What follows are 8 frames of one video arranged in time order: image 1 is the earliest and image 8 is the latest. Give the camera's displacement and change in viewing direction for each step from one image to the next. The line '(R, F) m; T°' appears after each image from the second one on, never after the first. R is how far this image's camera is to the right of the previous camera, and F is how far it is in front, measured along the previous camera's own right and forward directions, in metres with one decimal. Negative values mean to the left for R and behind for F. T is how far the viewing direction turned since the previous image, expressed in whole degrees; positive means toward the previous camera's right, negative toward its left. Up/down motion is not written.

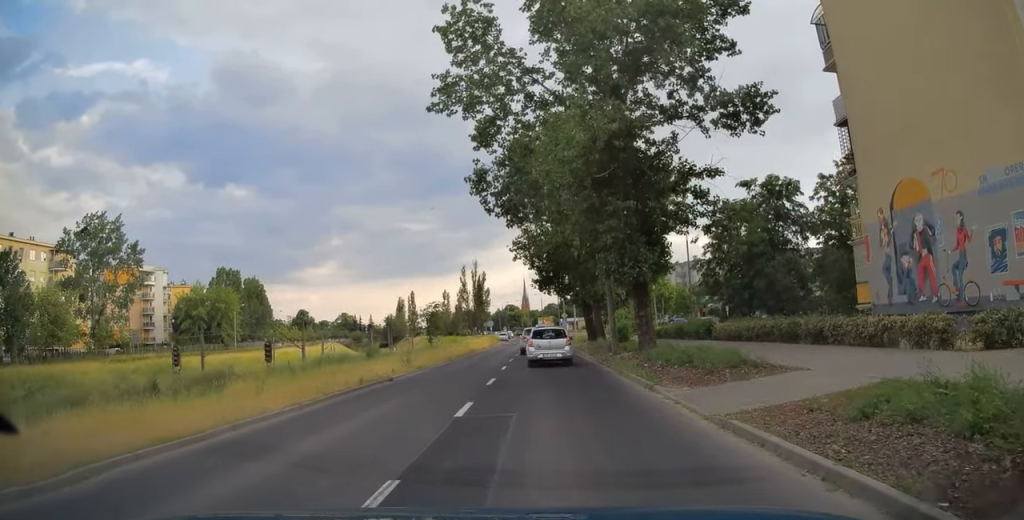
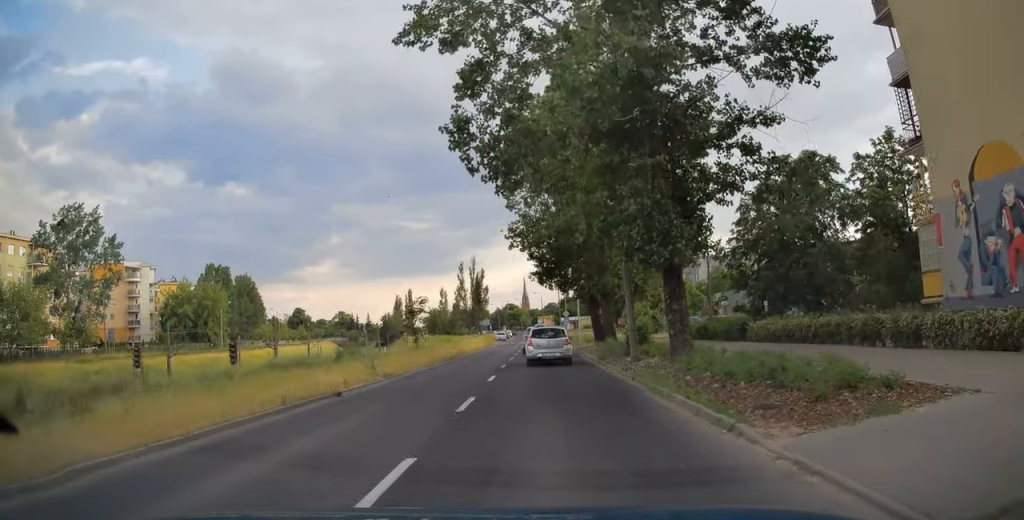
(-0.2, +5.0) m; 0°
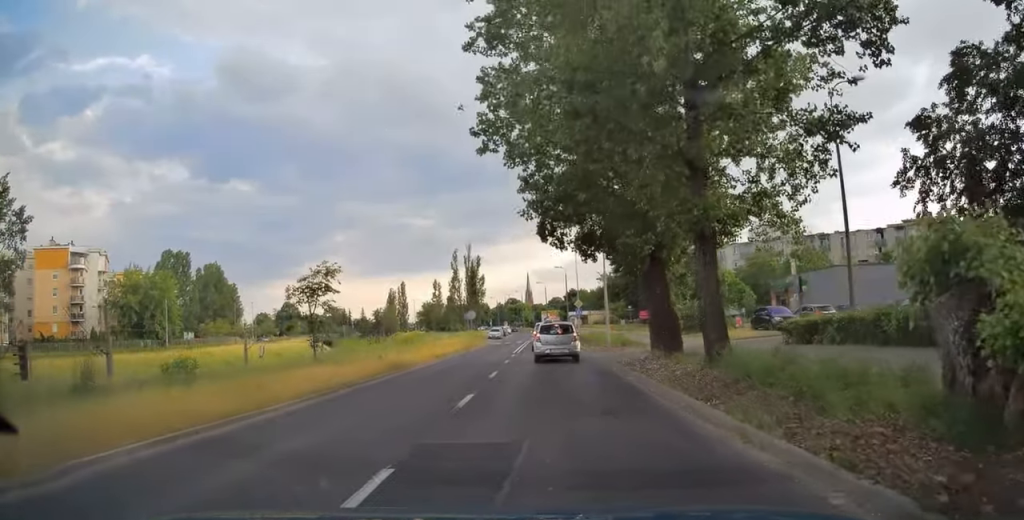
(+0.1, +18.8) m; +1°
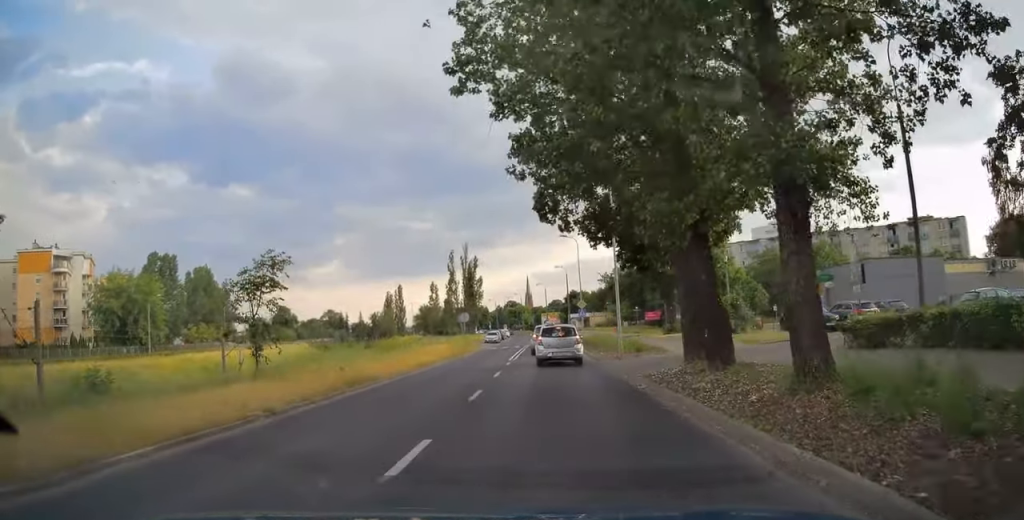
(0.0, +4.7) m; 0°
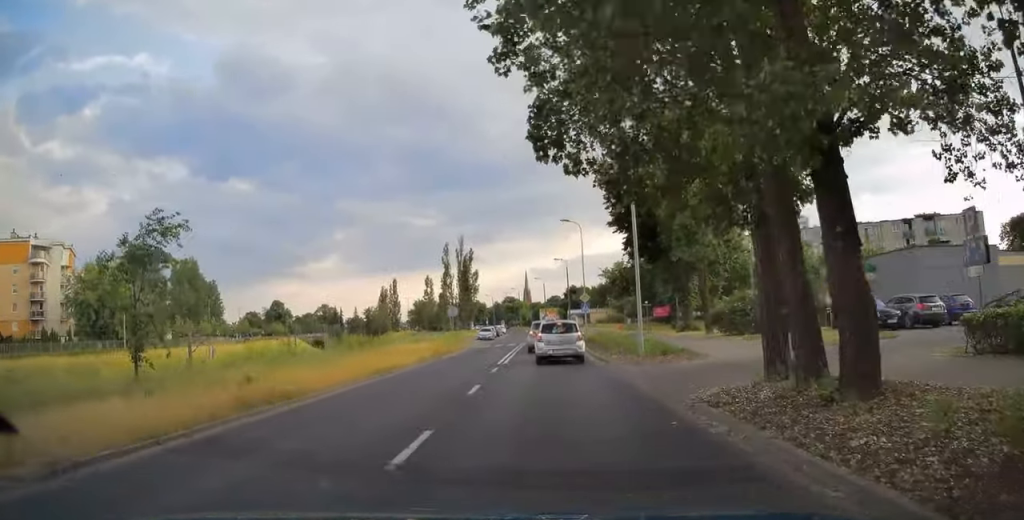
(+0.2, +5.8) m; 0°
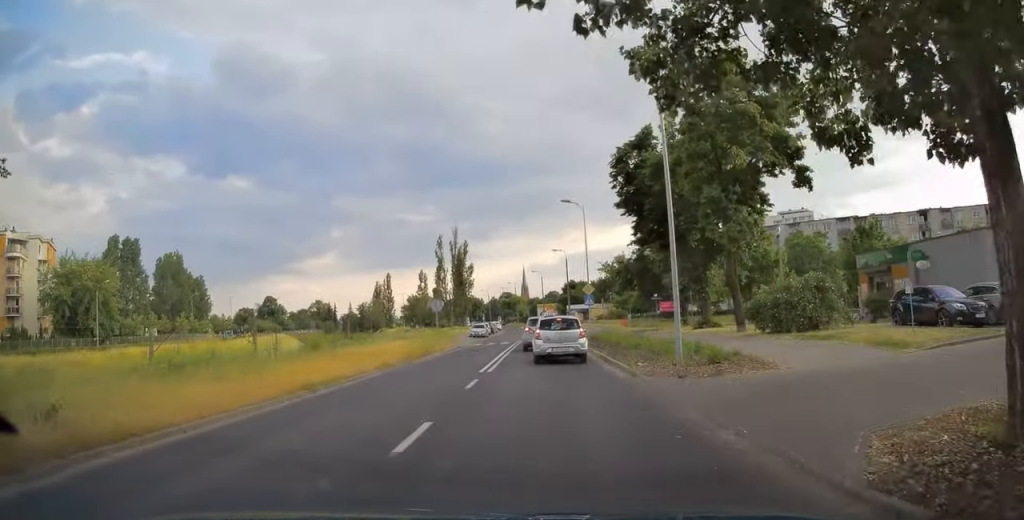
(0.0, +5.7) m; 0°
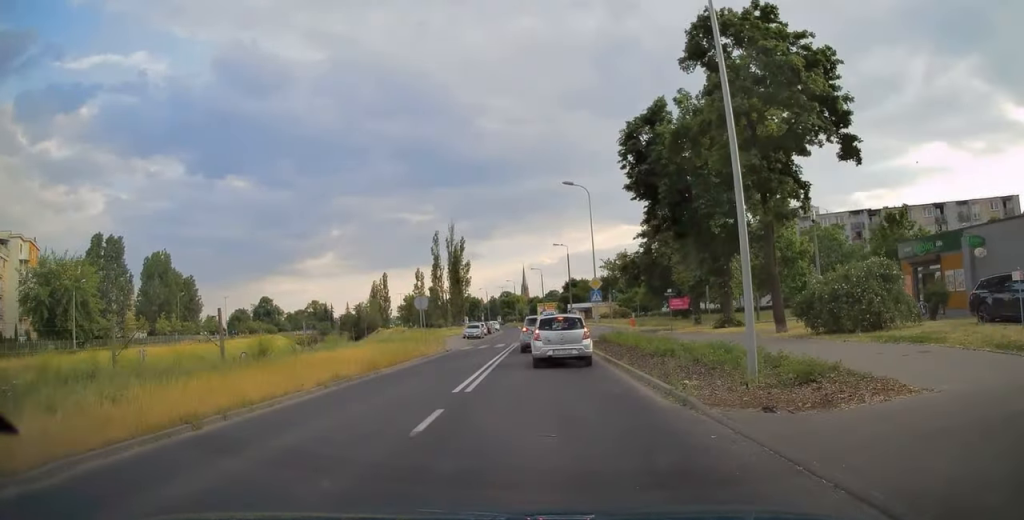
(-0.2, +5.3) m; 0°
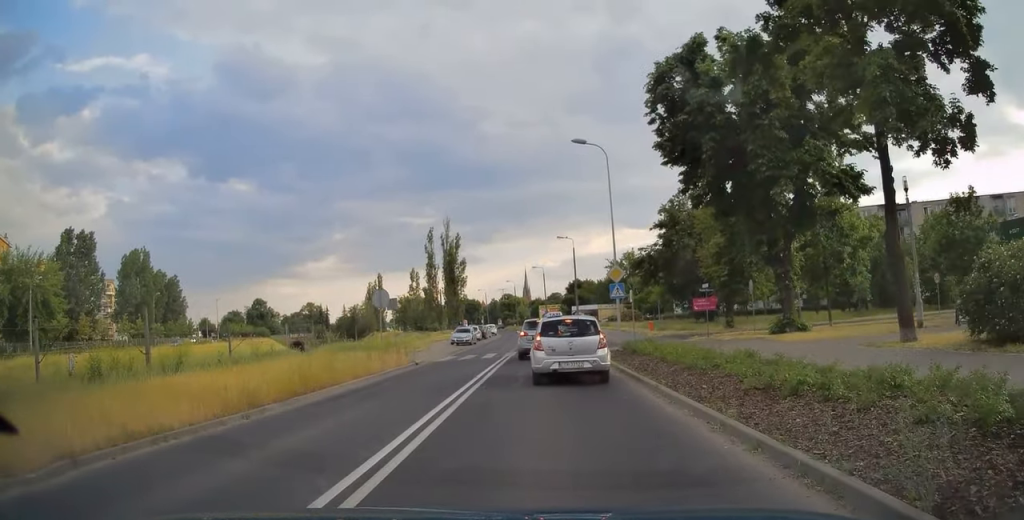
(+0.1, +9.8) m; +2°
